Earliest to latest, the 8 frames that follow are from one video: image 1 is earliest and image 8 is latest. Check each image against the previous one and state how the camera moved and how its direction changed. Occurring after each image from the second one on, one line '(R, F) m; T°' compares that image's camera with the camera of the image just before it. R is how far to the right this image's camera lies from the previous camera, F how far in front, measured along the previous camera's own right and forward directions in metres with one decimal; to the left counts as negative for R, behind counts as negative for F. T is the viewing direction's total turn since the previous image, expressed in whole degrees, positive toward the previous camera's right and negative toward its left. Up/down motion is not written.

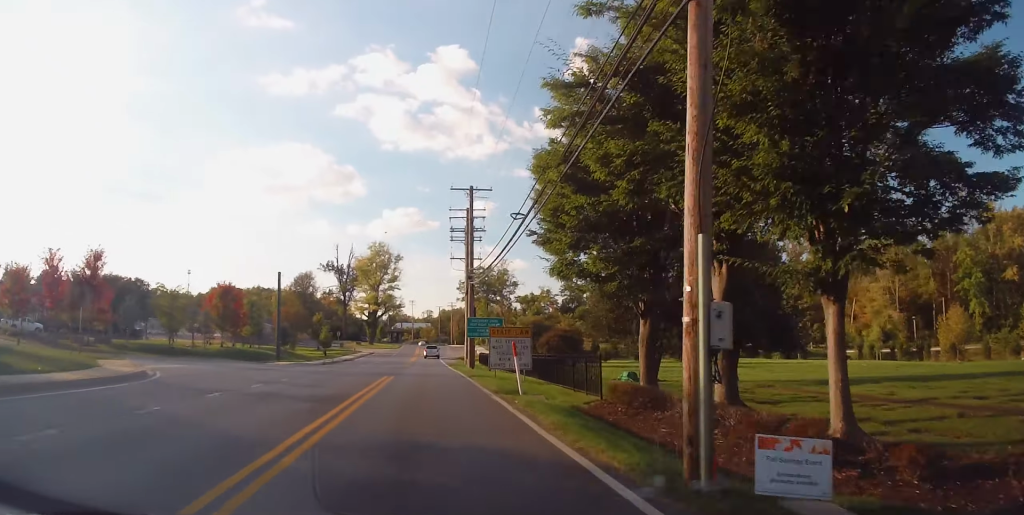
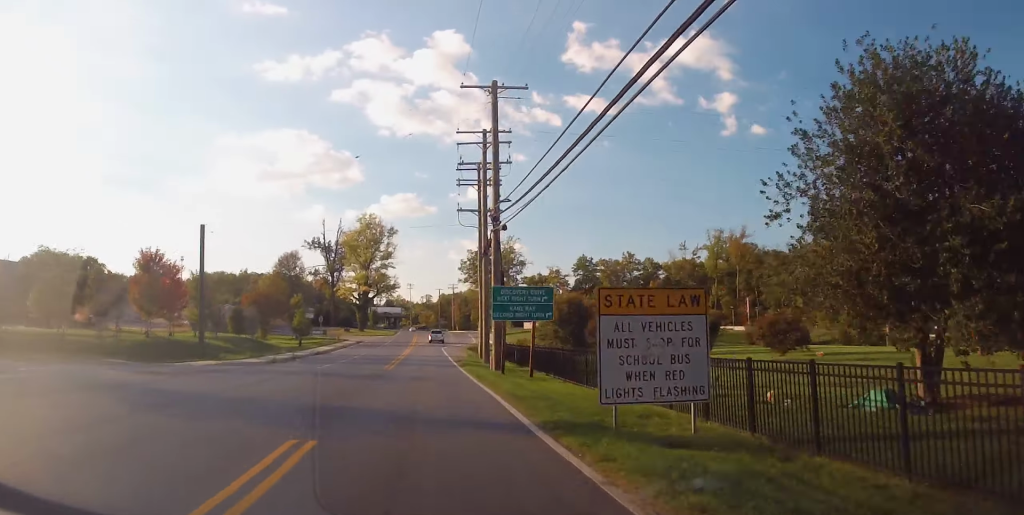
(-0.1, +17.8) m; 0°
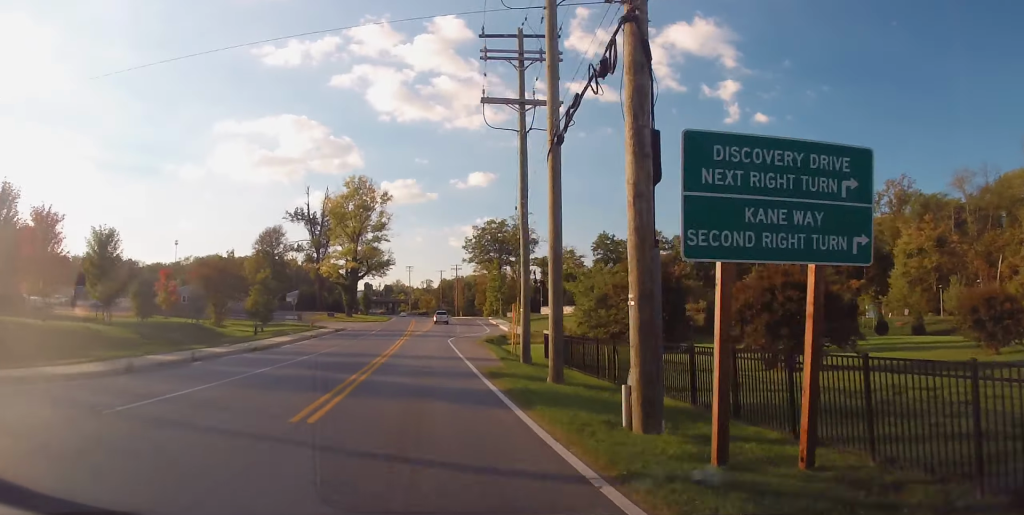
(+0.2, +19.1) m; +1°
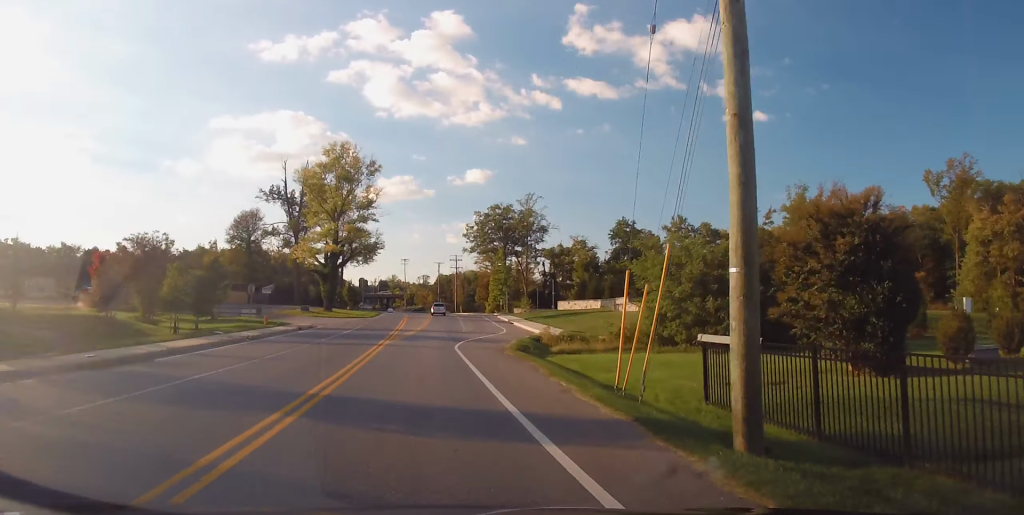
(0.0, +17.2) m; 0°
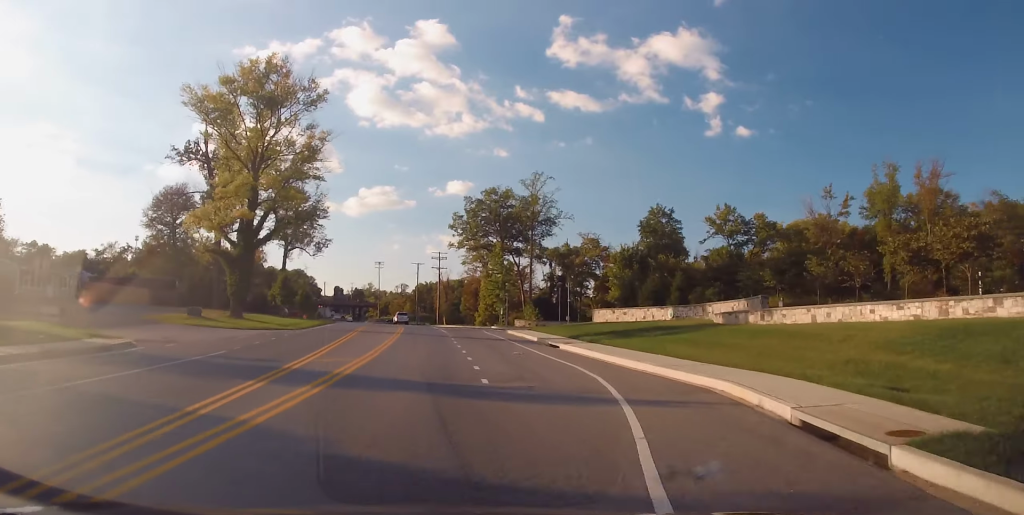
(+0.4, +30.9) m; +2°
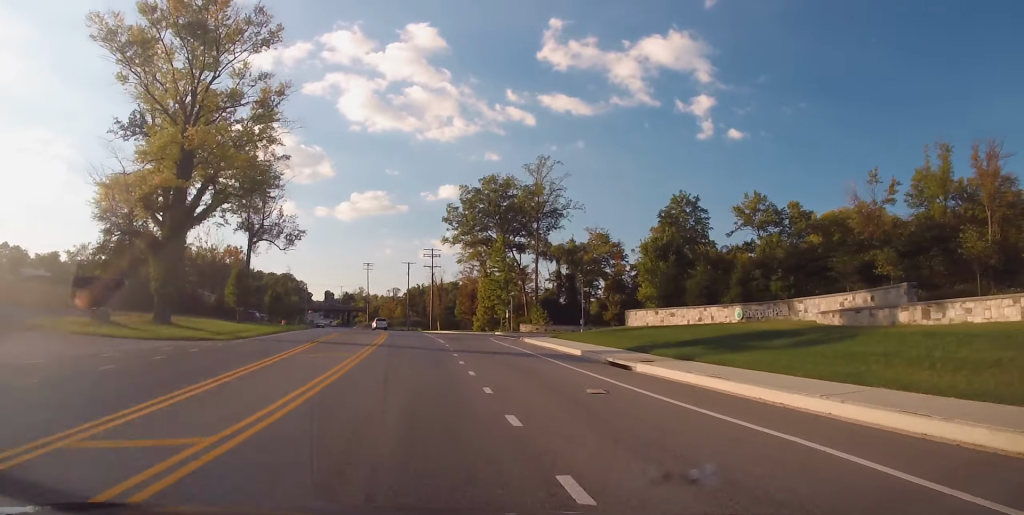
(+0.1, +13.1) m; 0°
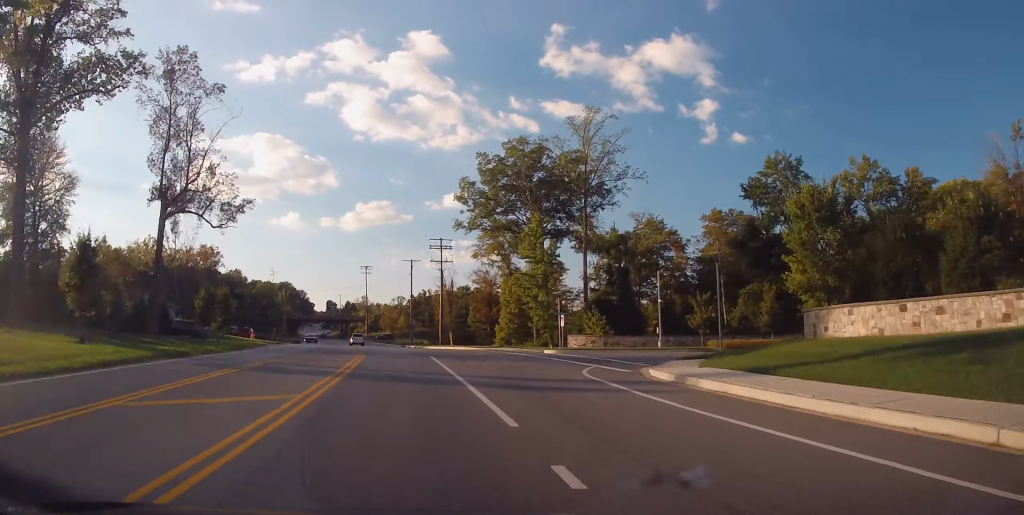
(0.0, +25.0) m; -1°
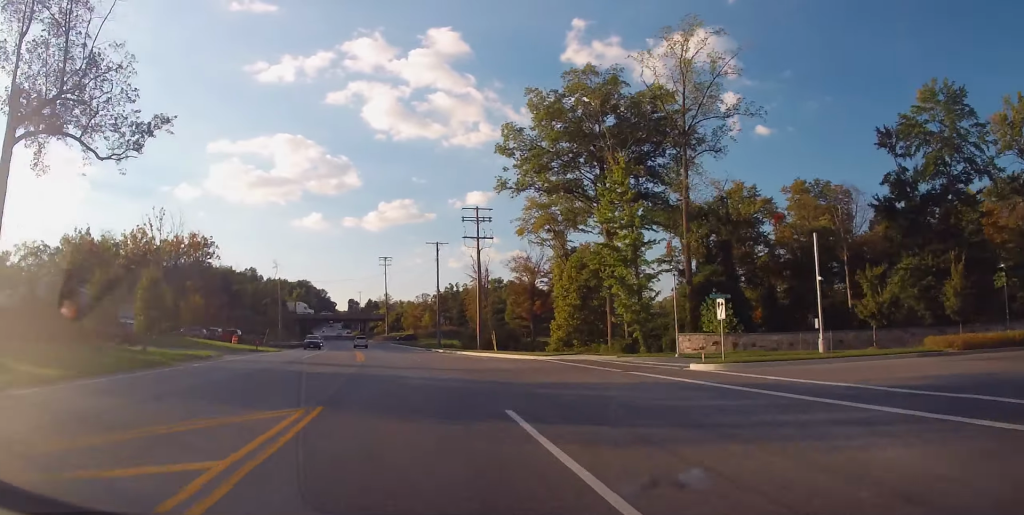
(-0.3, +20.9) m; -2°
